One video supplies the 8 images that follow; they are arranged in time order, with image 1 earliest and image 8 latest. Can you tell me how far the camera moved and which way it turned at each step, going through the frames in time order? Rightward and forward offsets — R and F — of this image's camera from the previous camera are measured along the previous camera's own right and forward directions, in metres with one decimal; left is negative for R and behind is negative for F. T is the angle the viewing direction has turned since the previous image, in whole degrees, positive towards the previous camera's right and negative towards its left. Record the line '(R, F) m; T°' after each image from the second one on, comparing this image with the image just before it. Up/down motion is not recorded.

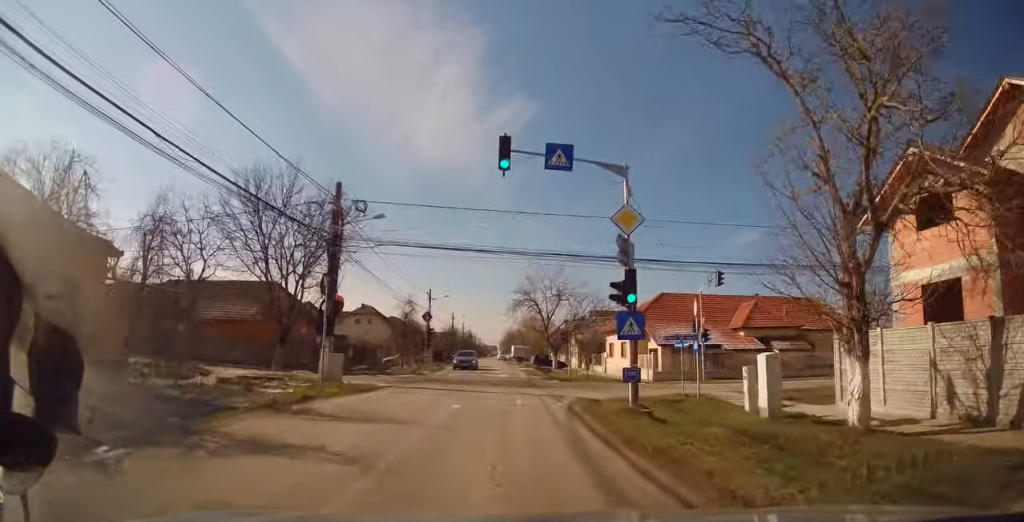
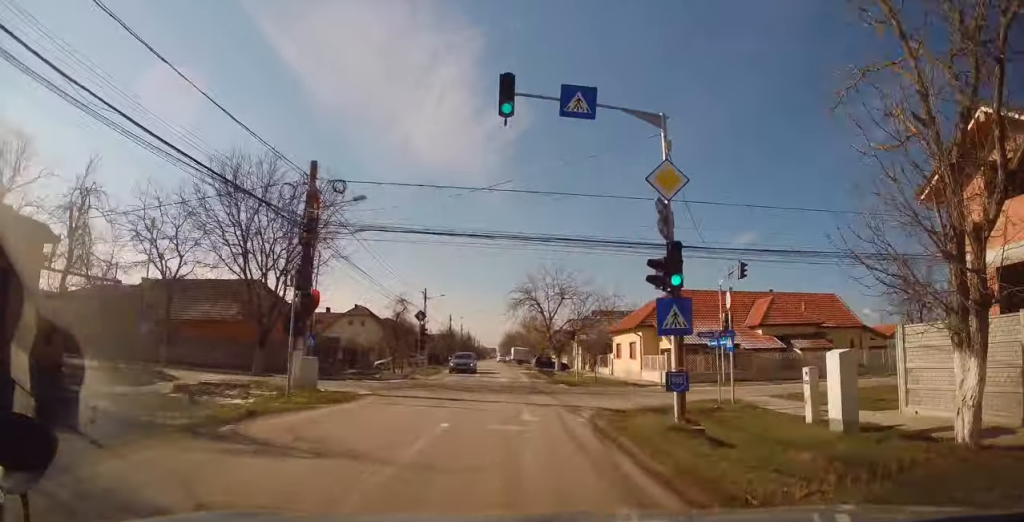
(+0.1, +3.4) m; +1°
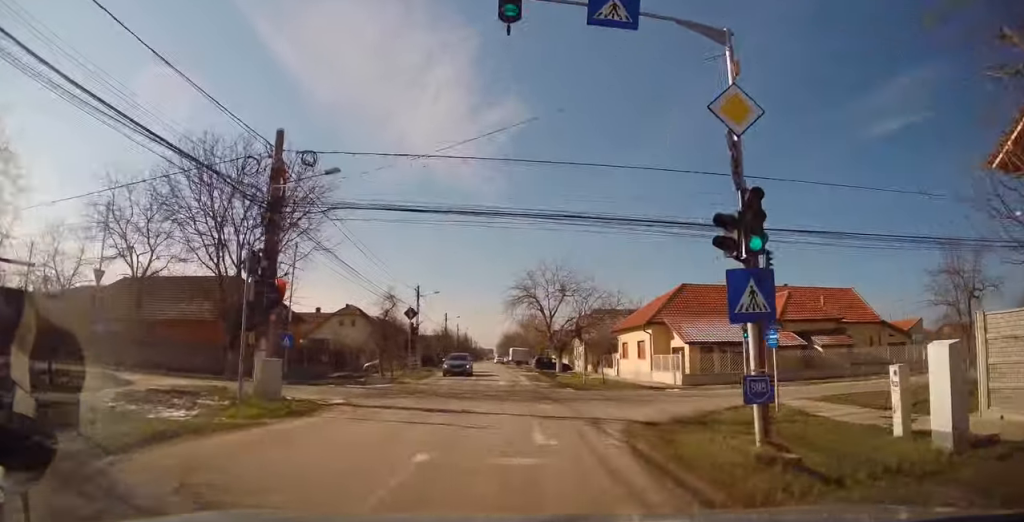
(0.0, +3.1) m; 0°
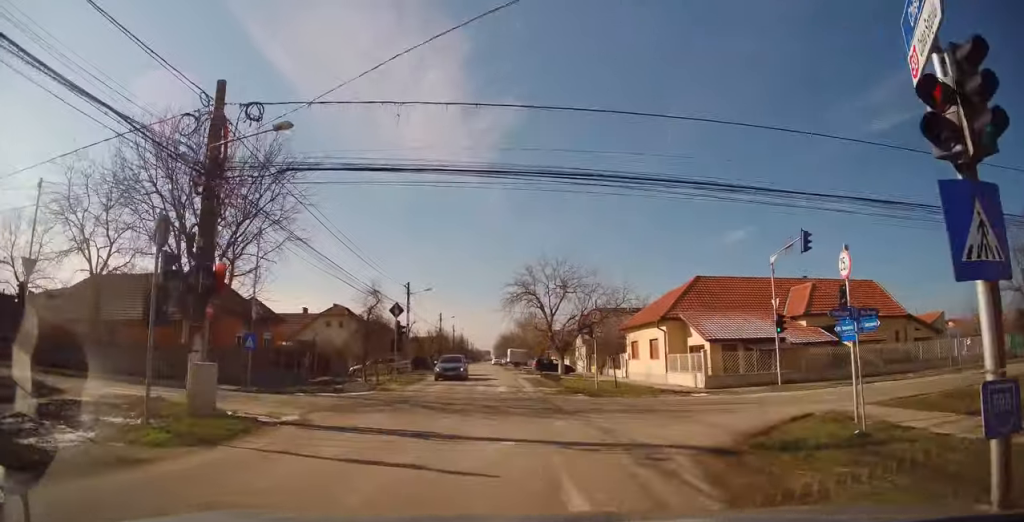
(0.0, +3.7) m; 0°
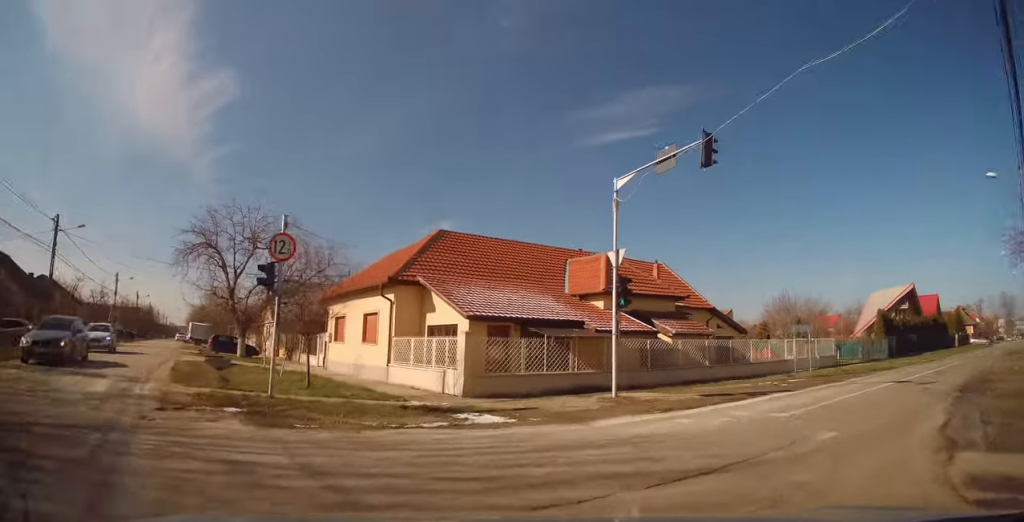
(+1.1, +11.6) m; +26°
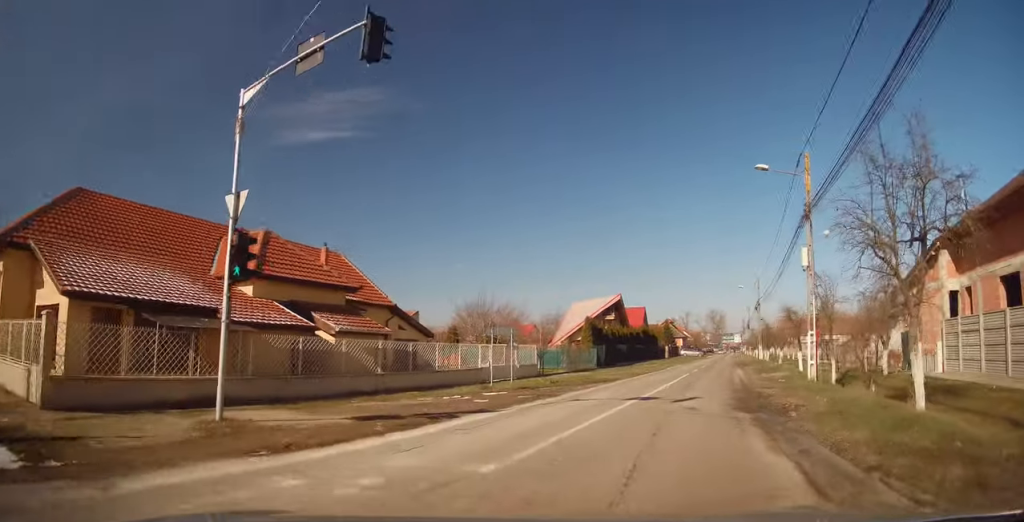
(+1.5, +4.9) m; +32°
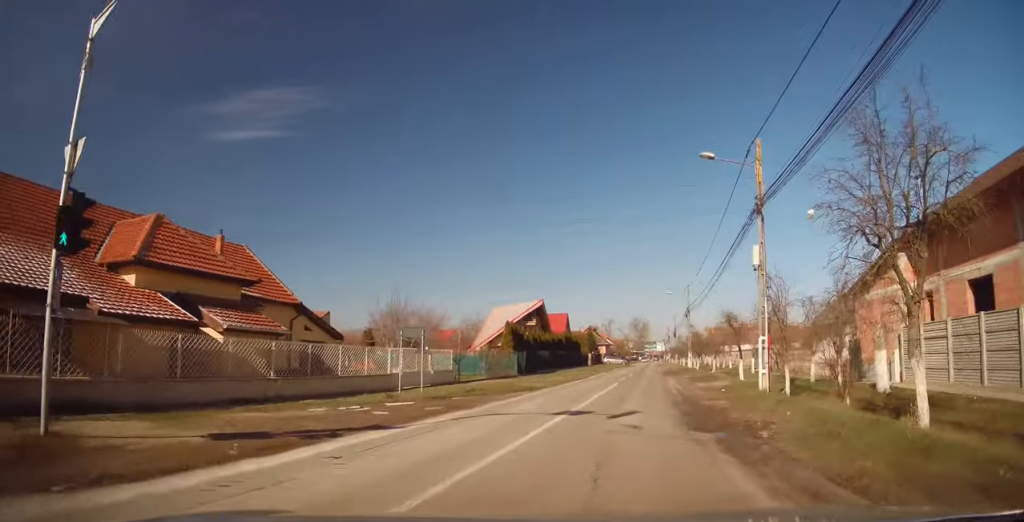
(+0.4, +2.4) m; +11°
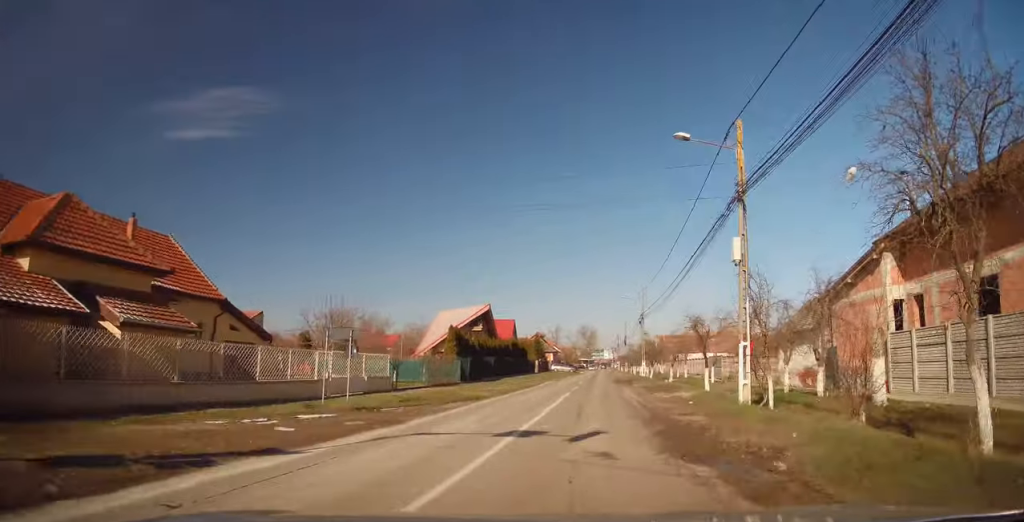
(+0.2, +2.4) m; +7°
